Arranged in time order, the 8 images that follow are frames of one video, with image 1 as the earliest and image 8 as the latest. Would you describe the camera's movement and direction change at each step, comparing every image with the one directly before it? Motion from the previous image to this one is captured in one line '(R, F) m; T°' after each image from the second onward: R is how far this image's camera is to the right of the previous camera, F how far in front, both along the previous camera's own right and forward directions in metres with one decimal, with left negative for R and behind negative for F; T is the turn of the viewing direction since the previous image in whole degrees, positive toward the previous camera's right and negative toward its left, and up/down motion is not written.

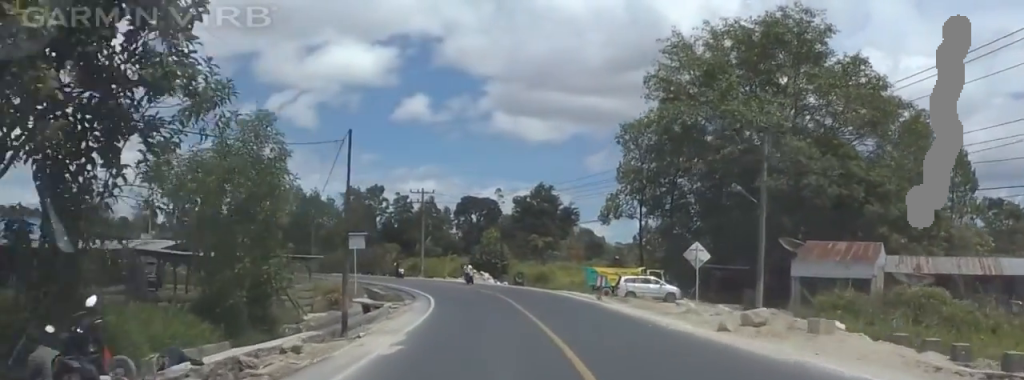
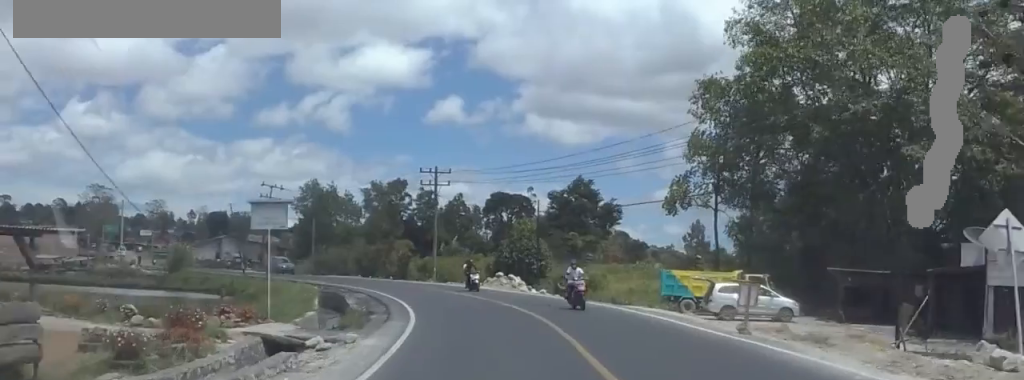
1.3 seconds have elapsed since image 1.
(-0.6, +19.7) m; -2°
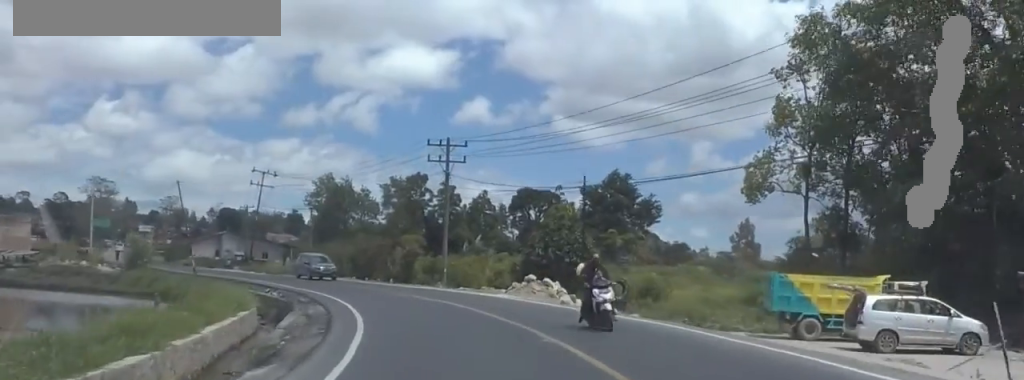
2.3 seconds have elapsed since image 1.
(0.0, +15.2) m; -4°
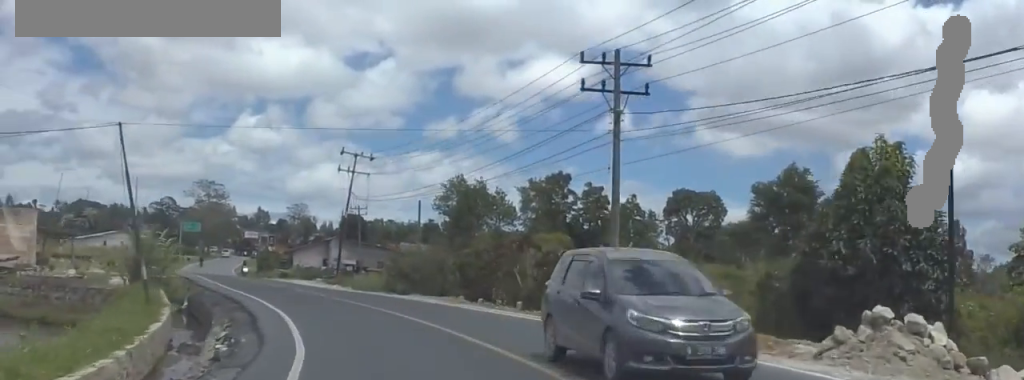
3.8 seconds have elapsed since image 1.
(-2.4, +23.3) m; -11°
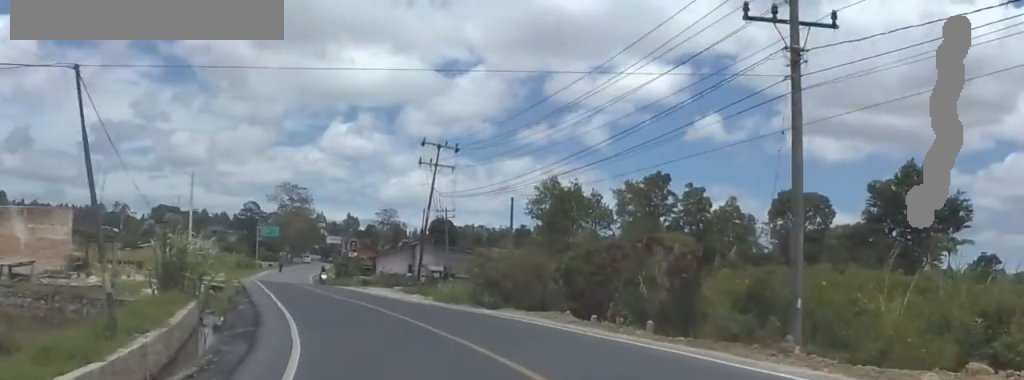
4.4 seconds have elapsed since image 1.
(0.0, +9.1) m; -4°
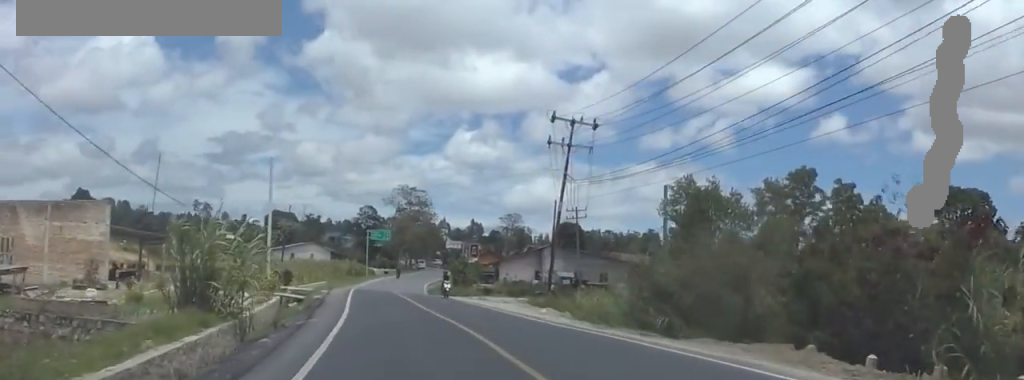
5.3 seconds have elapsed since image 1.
(-0.8, +12.4) m; -5°
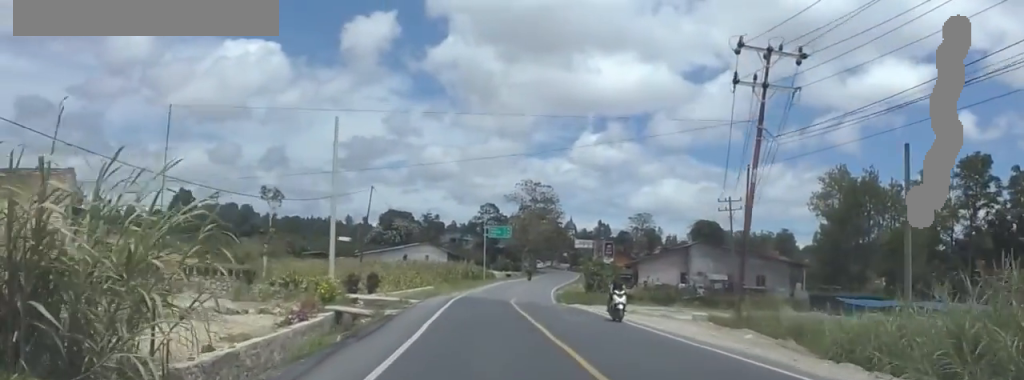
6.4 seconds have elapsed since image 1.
(-0.6, +16.2) m; -7°
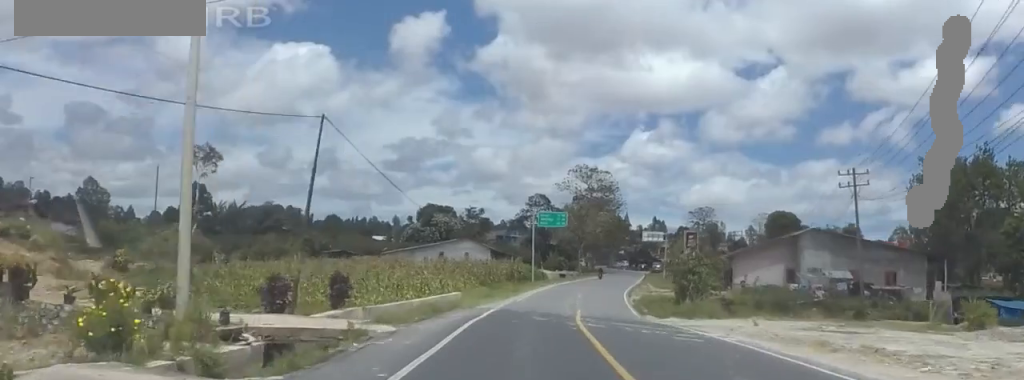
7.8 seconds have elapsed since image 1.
(-1.5, +21.8) m; -2°
